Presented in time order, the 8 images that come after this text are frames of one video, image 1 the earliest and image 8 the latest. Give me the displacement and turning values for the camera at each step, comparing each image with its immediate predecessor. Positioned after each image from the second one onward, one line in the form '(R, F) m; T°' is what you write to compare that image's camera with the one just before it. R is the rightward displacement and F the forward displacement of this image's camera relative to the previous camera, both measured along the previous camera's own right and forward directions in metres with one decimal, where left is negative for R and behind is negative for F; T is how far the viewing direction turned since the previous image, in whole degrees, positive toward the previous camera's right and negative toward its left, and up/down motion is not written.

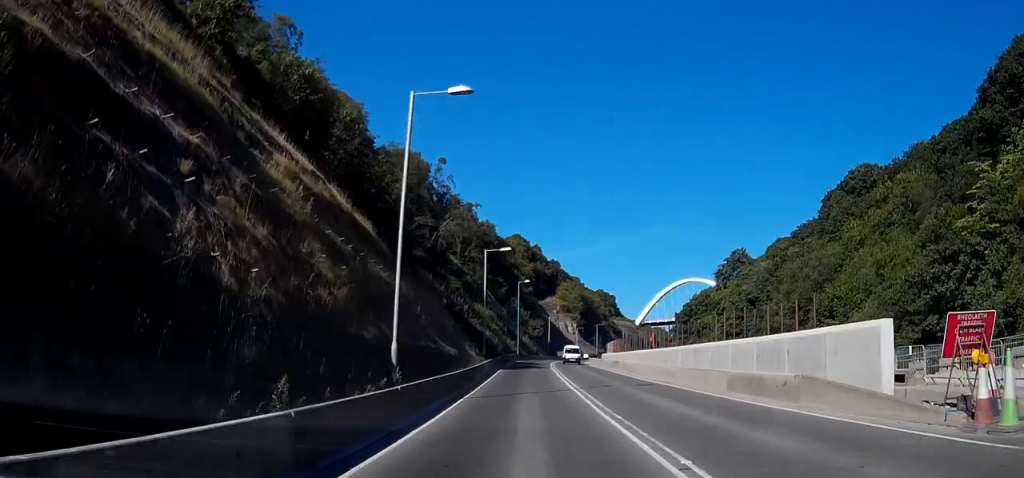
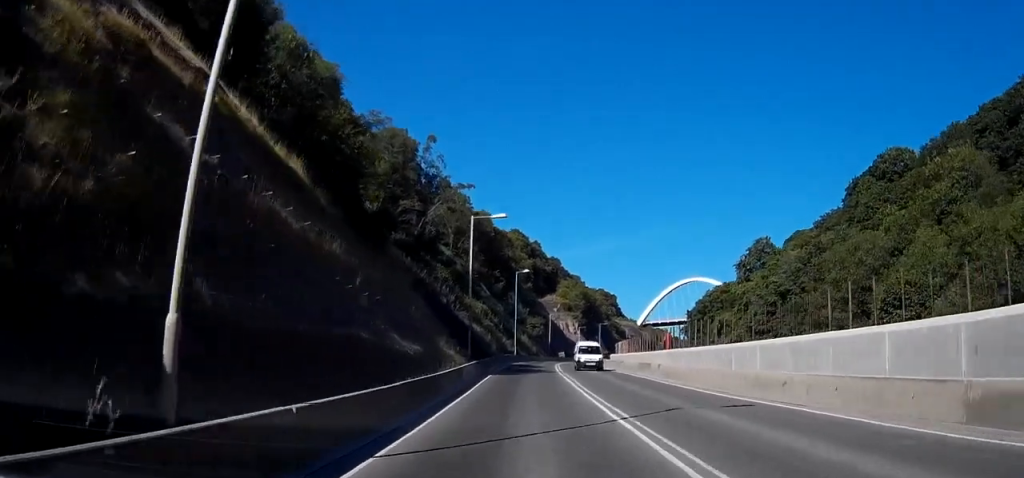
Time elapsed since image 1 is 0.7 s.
(0.0, +12.4) m; 0°
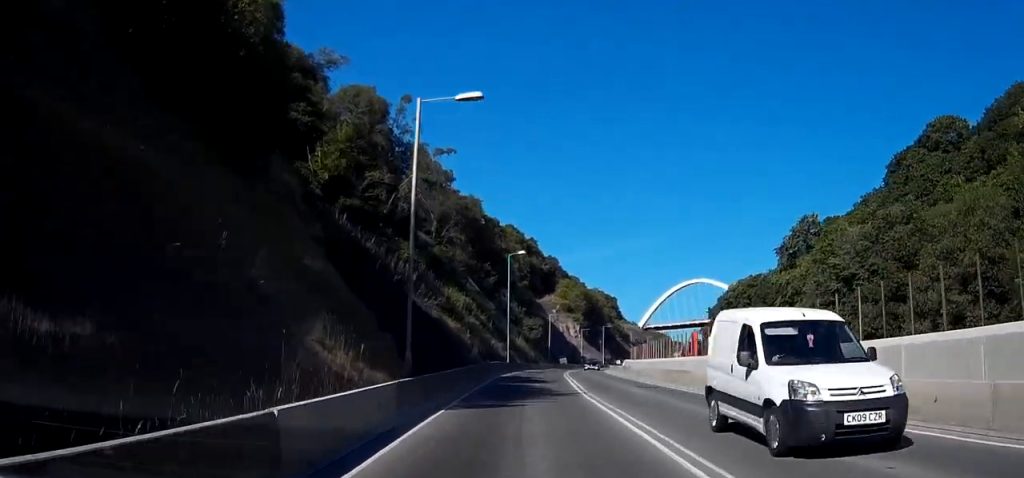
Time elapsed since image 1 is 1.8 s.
(-0.1, +18.7) m; 0°
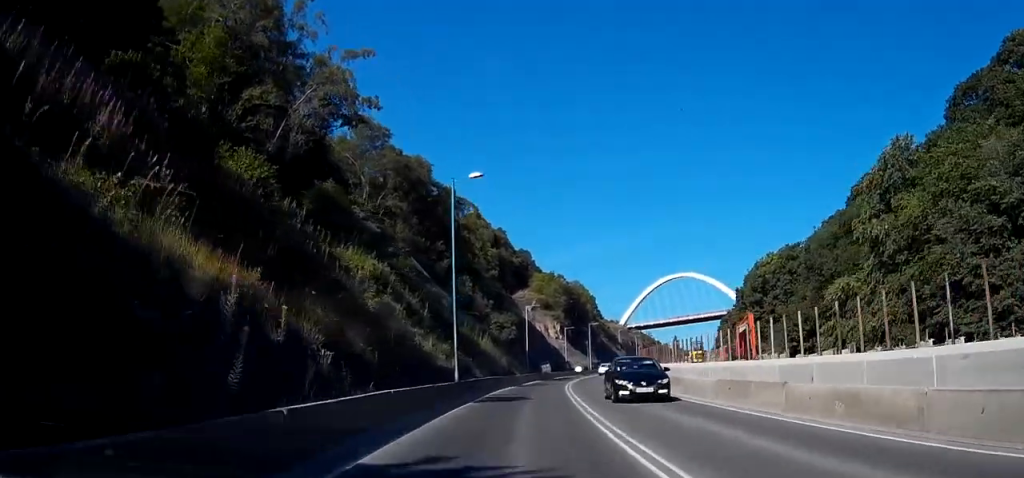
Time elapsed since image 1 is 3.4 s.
(+0.3, +28.6) m; +1°
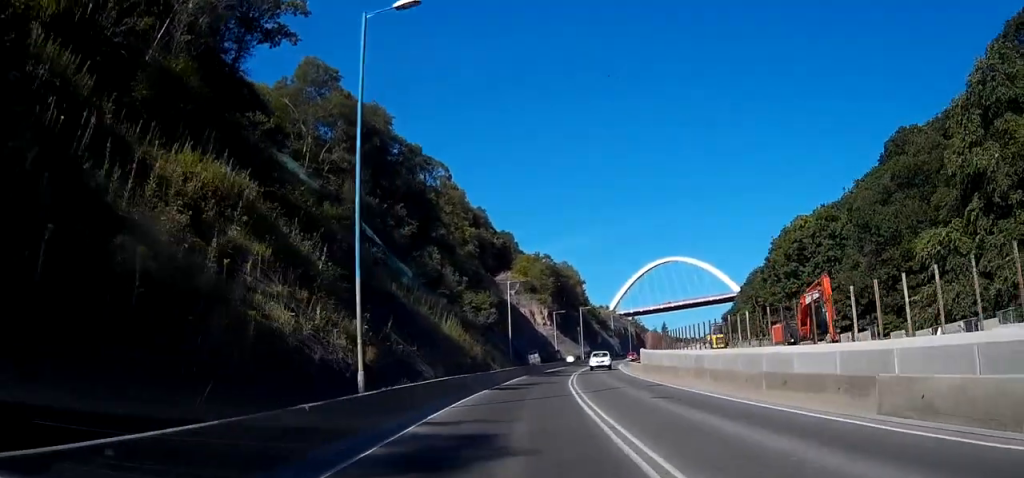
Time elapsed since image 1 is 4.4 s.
(0.0, +16.5) m; +2°
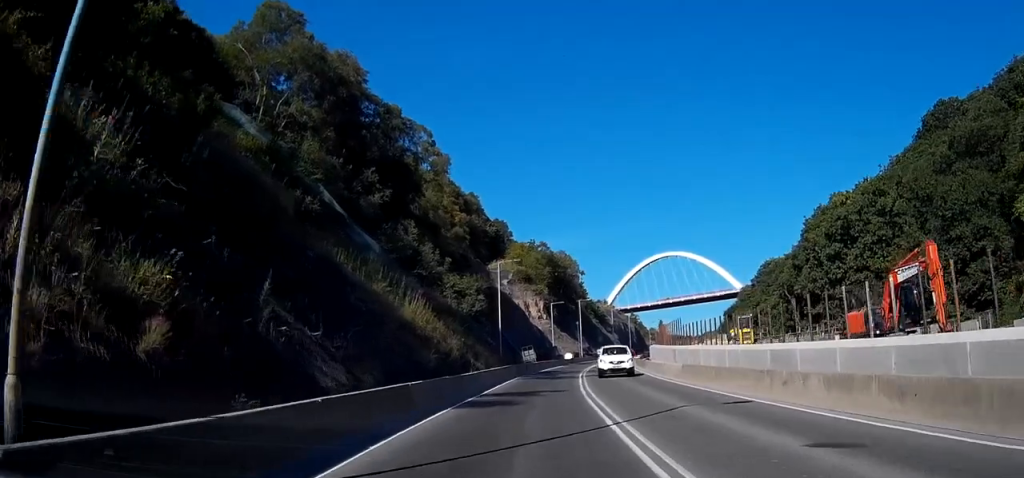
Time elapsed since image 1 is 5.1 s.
(+0.3, +11.4) m; +1°
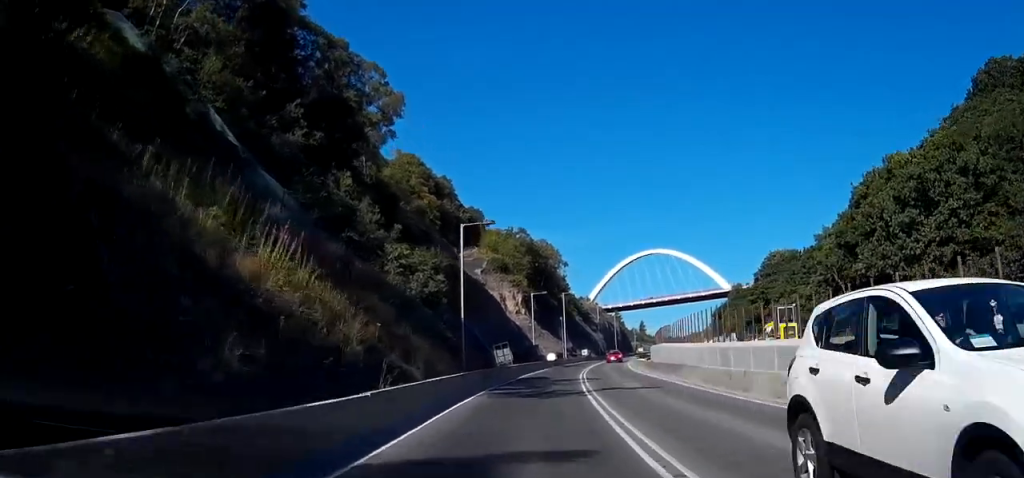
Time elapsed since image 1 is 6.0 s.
(+0.2, +15.5) m; +1°
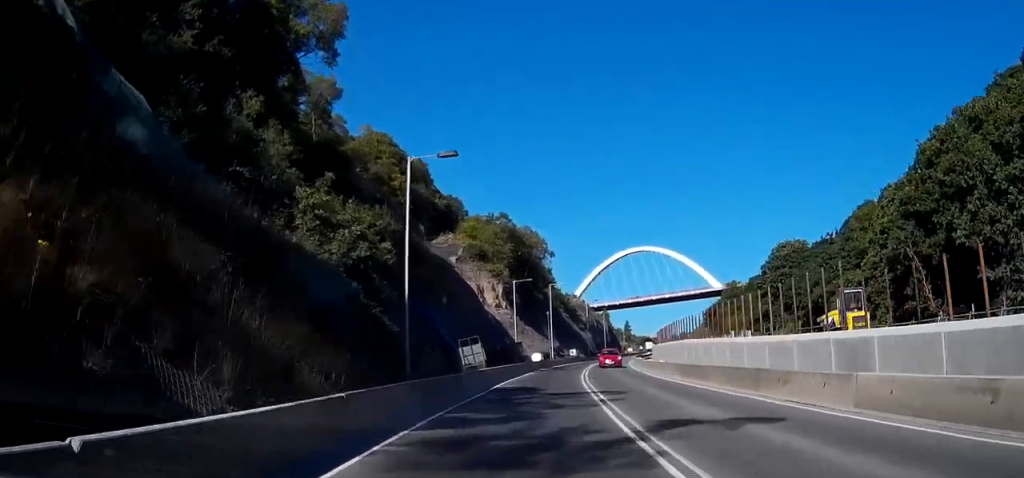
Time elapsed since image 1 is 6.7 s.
(0.0, +13.2) m; 0°
